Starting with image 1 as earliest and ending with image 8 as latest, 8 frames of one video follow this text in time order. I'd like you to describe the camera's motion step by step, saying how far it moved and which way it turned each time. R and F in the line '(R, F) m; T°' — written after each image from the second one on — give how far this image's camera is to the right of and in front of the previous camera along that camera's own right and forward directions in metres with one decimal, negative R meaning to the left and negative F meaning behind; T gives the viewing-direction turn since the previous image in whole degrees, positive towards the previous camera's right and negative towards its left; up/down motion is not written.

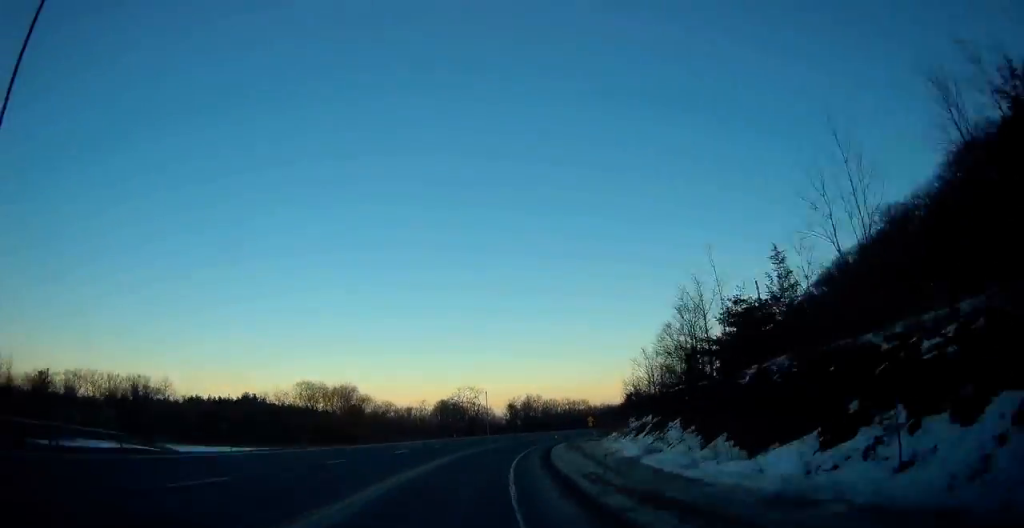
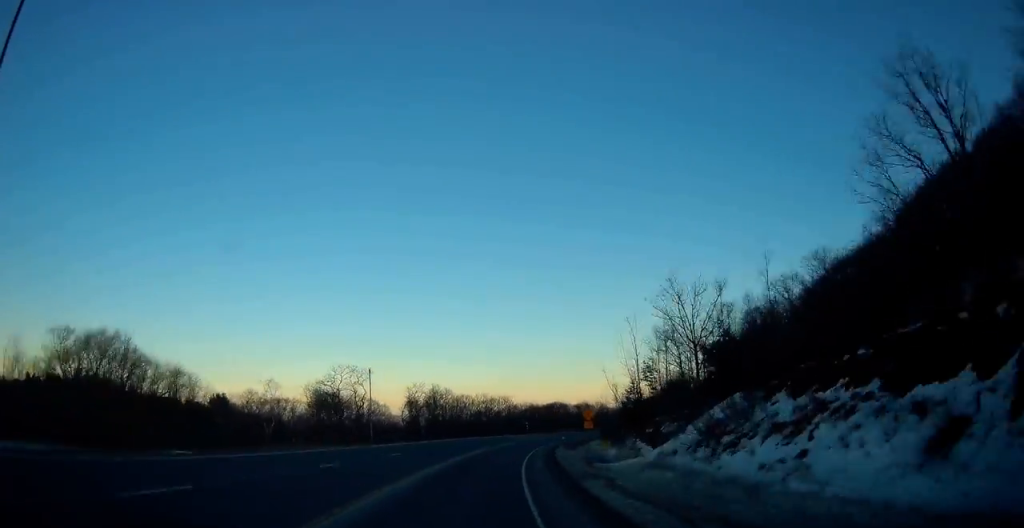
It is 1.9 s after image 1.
(+3.8, +49.1) m; +9°
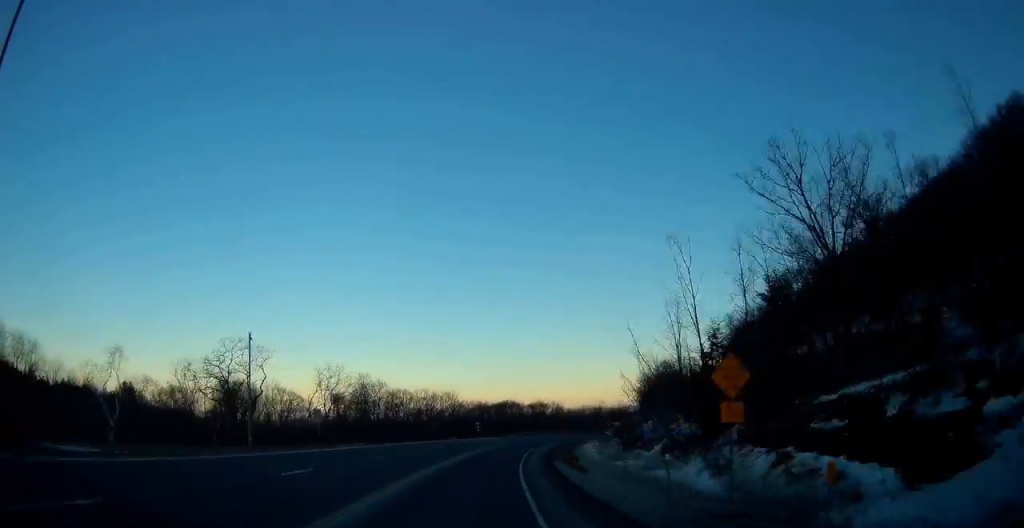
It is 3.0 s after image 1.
(+1.2, +27.0) m; +5°
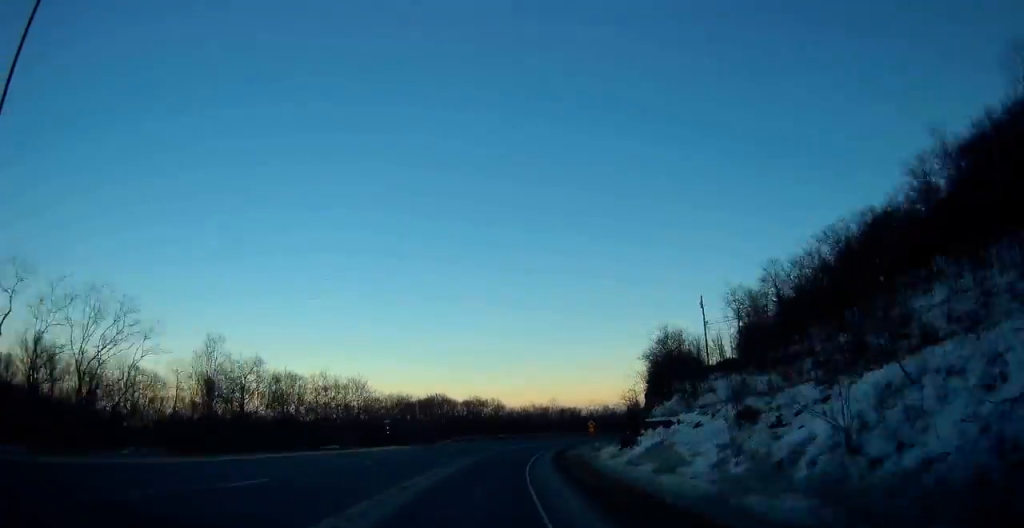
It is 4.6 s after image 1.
(+3.2, +40.0) m; +8°
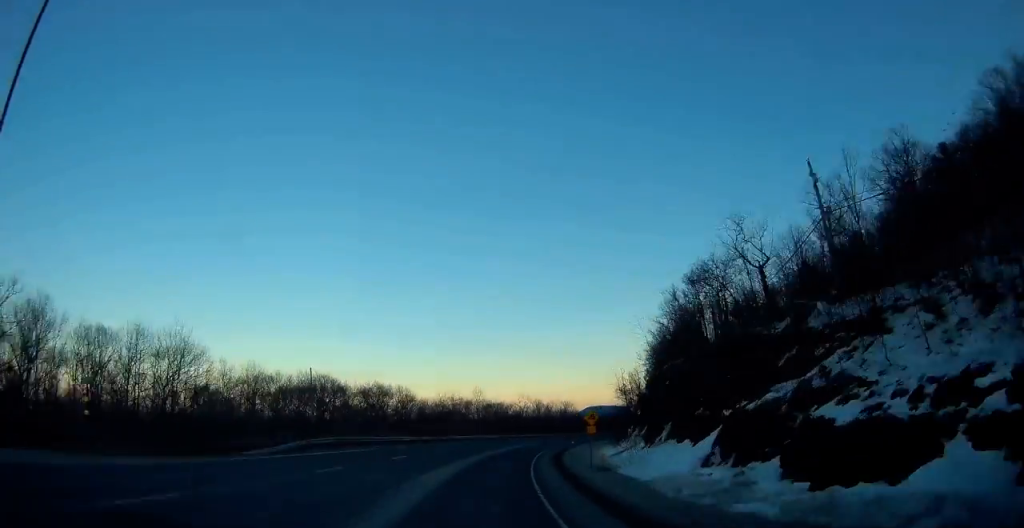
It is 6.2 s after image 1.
(+2.7, +39.7) m; +8°
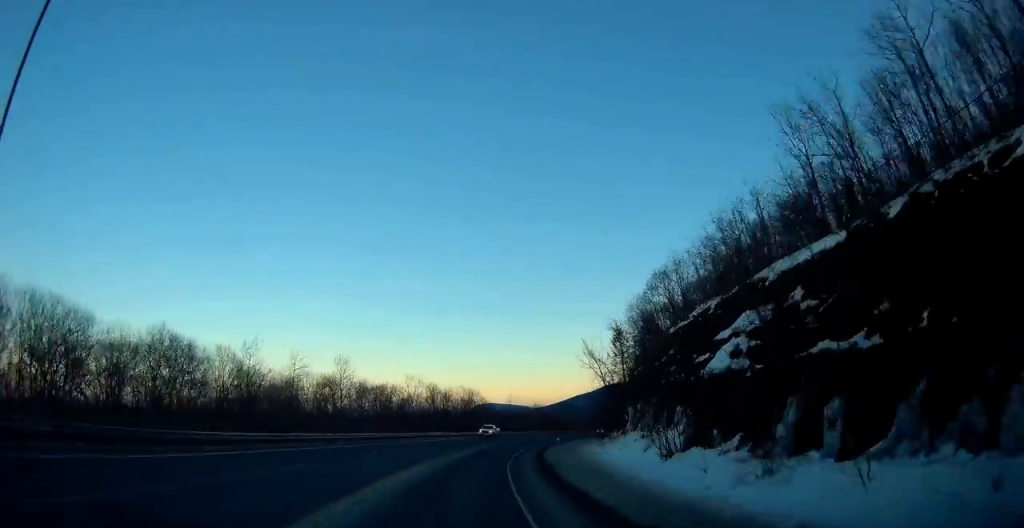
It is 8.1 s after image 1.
(+4.1, +47.7) m; +10°
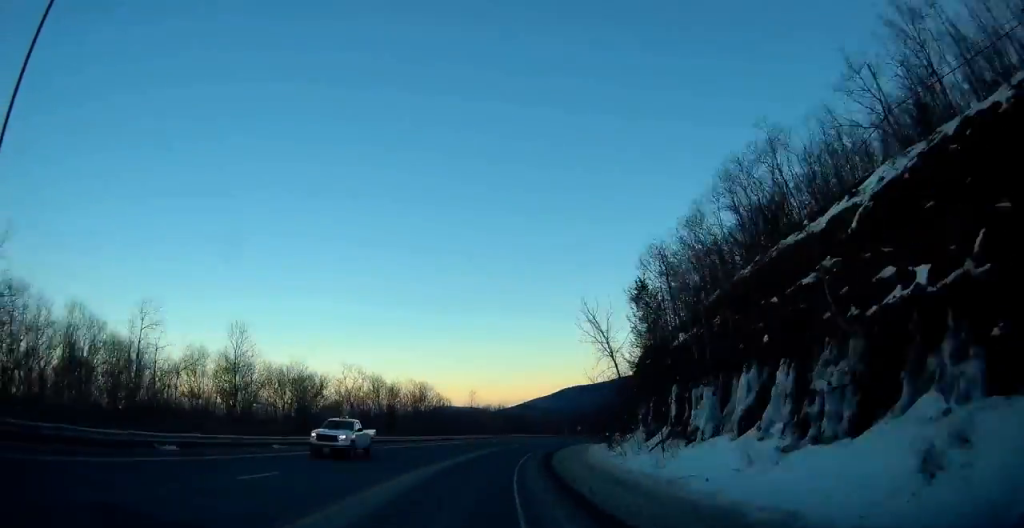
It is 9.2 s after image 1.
(+0.9, +26.4) m; +5°
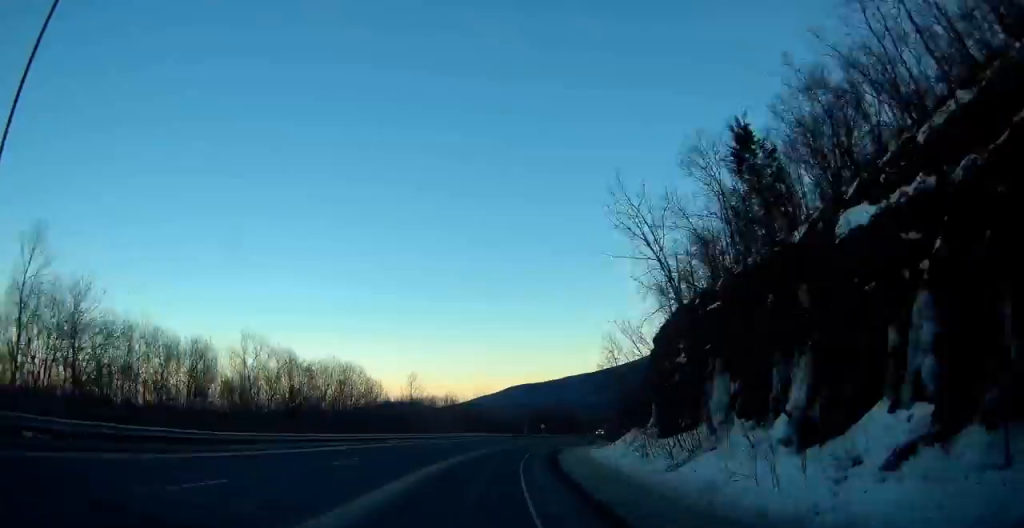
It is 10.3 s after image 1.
(+1.8, +28.0) m; +5°
